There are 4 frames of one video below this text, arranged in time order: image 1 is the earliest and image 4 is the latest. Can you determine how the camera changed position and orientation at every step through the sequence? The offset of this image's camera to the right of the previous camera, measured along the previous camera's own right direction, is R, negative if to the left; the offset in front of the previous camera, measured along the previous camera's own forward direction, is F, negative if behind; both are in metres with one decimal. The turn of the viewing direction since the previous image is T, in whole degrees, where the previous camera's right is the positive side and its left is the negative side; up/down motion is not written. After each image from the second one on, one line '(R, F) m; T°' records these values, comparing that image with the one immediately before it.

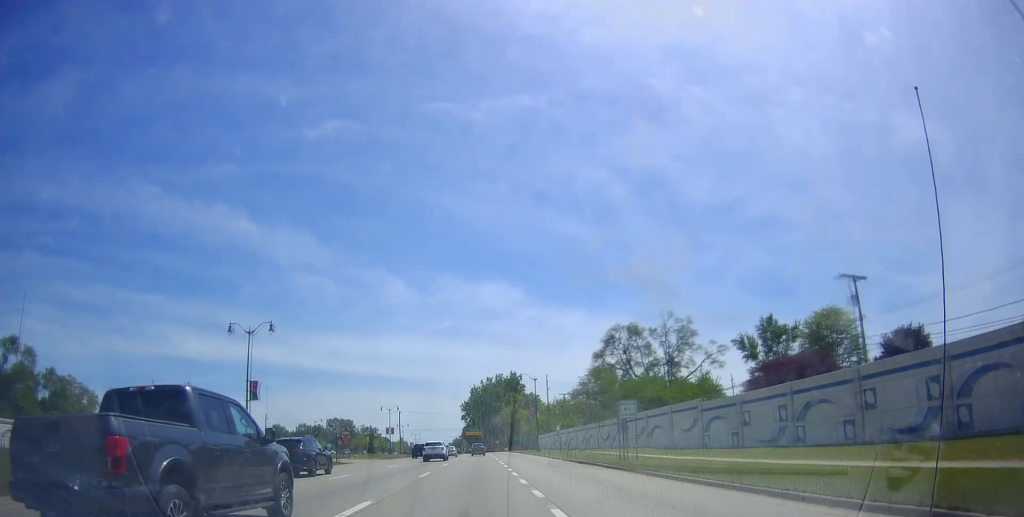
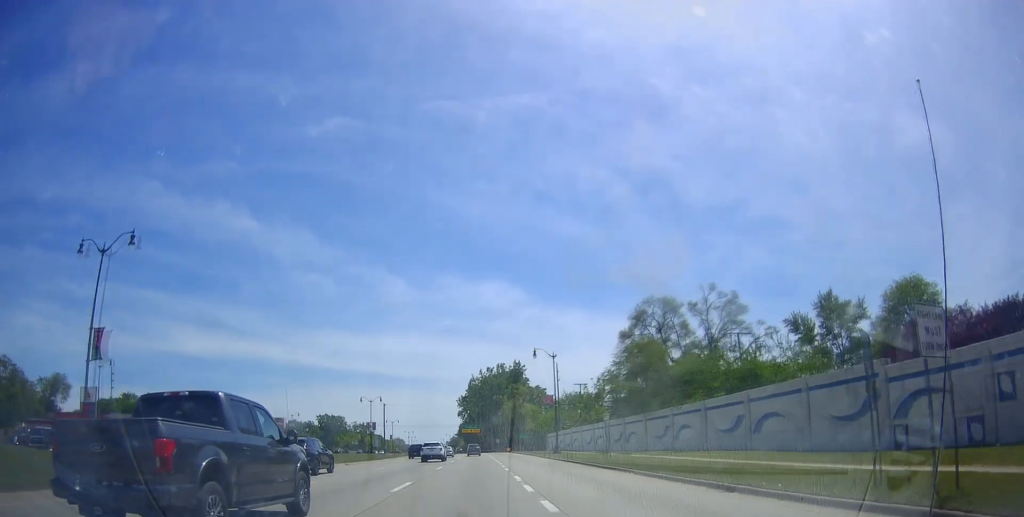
(+0.2, +21.9) m; +1°
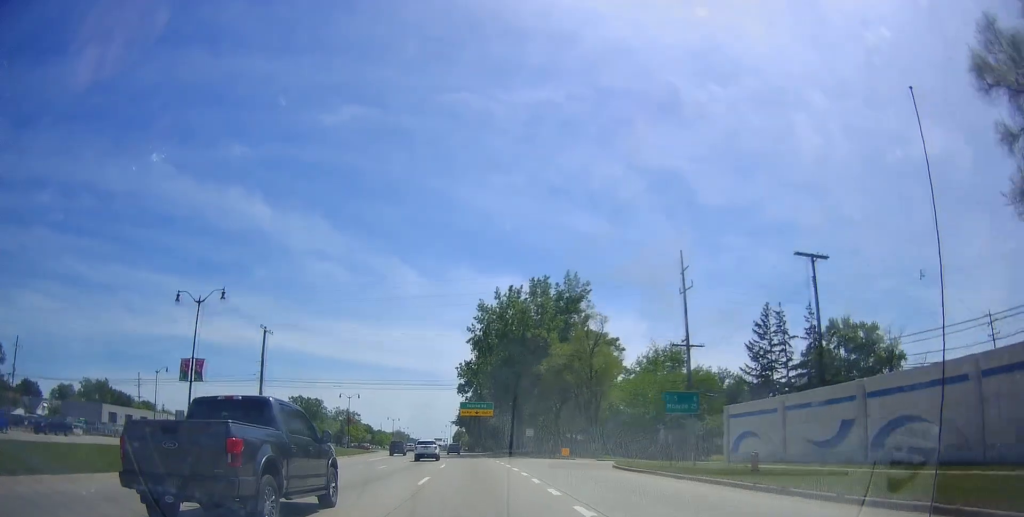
(-2.1, +74.9) m; 0°
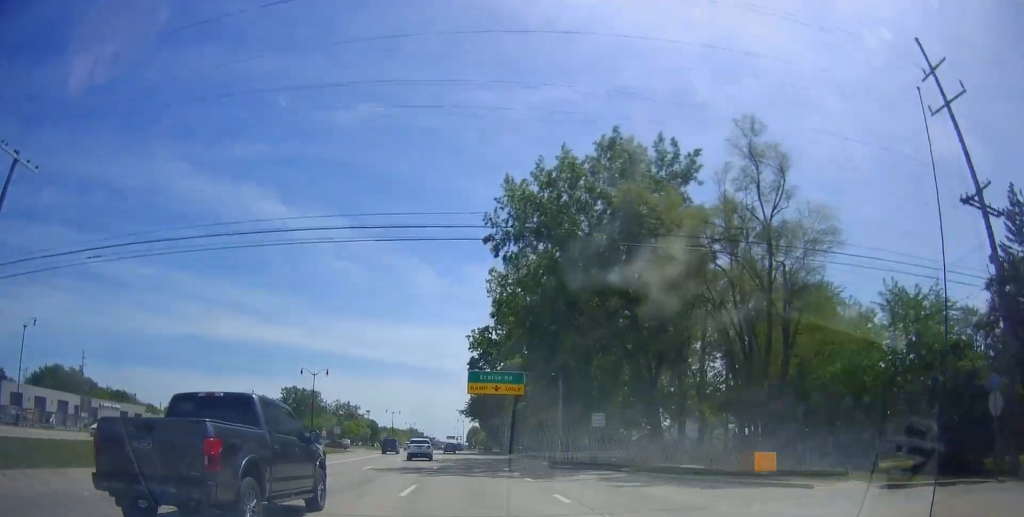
(-0.3, +35.2) m; -3°
